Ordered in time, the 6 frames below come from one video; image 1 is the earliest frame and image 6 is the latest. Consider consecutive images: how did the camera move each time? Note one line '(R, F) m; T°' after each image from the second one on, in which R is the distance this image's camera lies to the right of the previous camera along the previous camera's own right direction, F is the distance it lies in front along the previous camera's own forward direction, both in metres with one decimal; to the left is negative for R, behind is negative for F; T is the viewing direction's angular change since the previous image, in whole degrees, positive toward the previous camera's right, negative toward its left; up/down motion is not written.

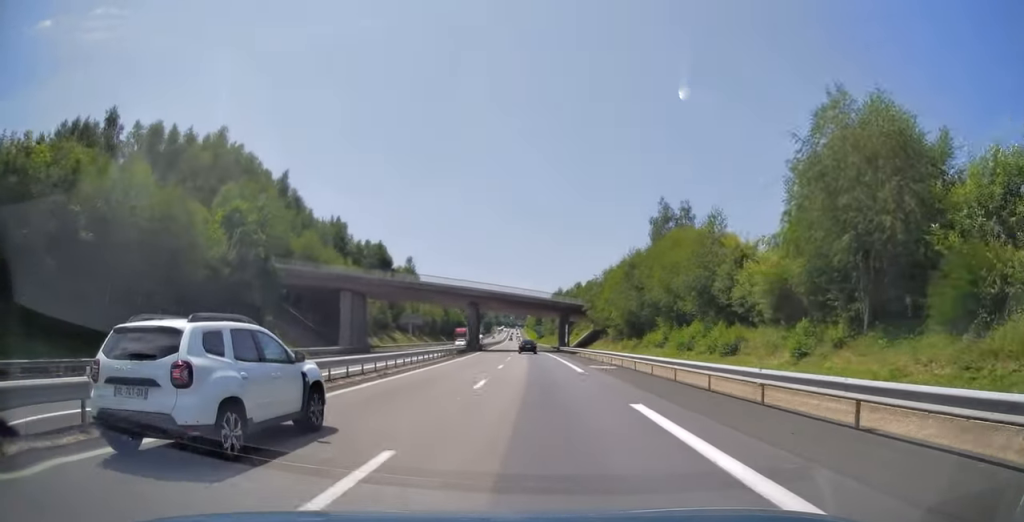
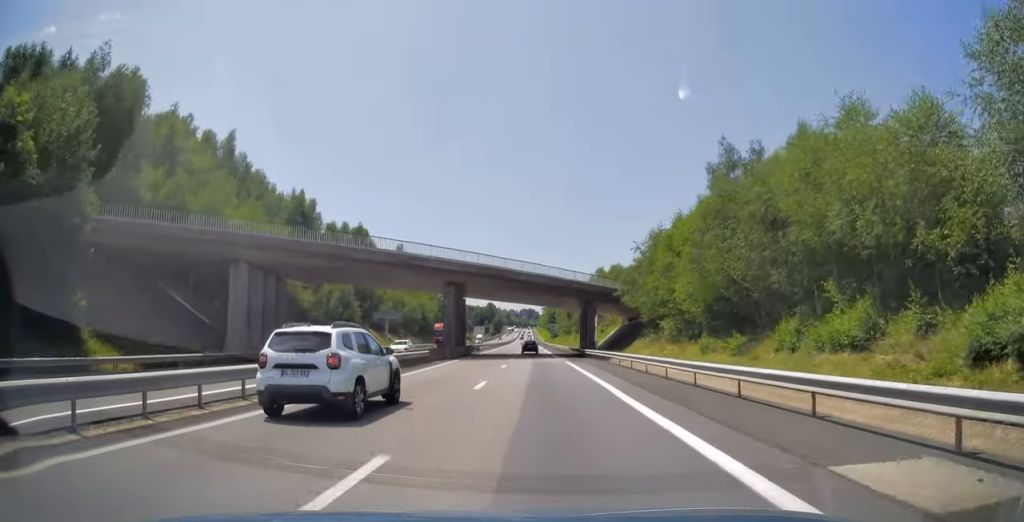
(-0.4, +26.4) m; -1°
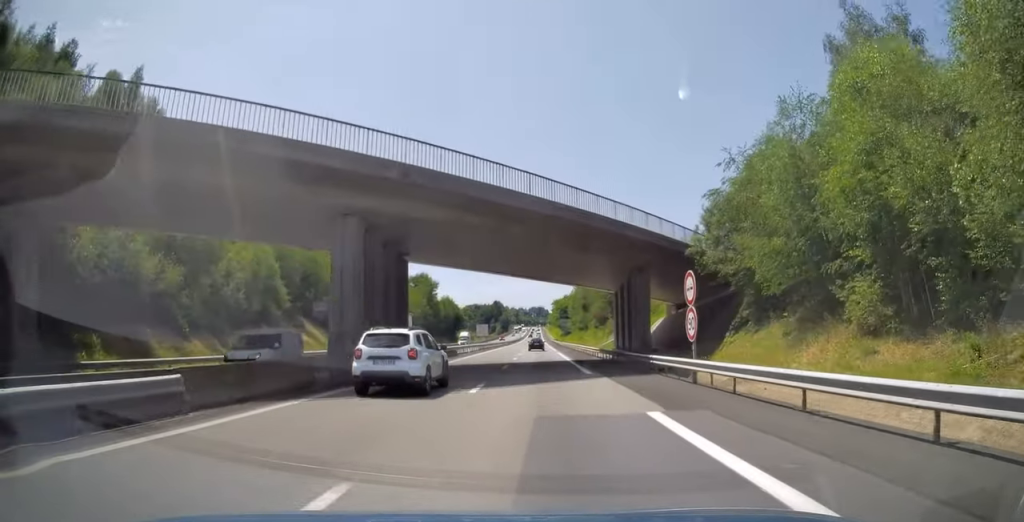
(-0.3, +27.4) m; -1°
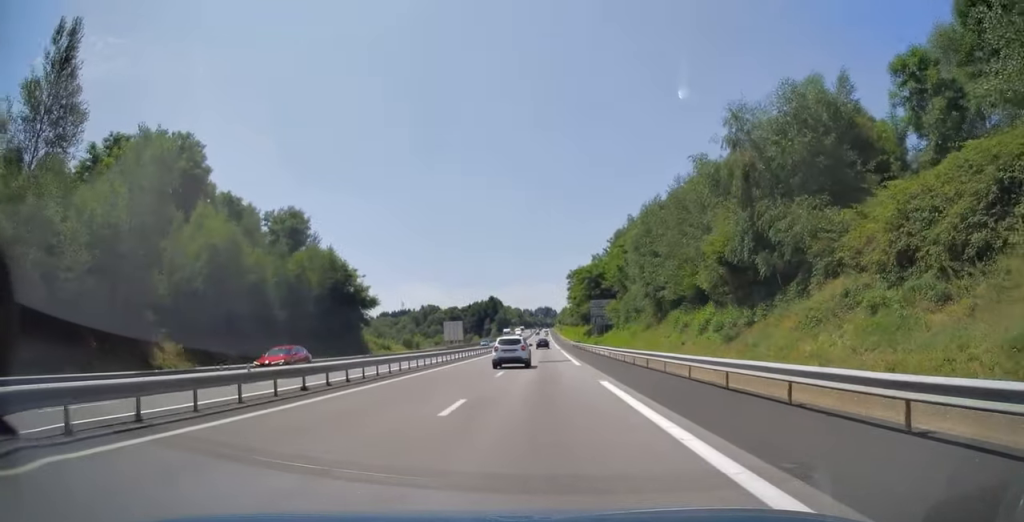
(-2.0, +95.2) m; -1°
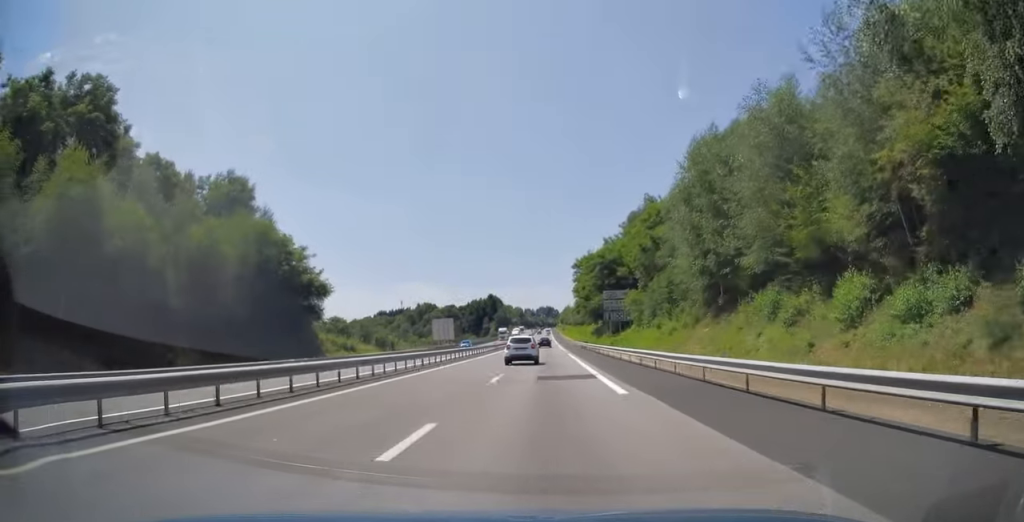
(0.0, +17.2) m; 0°
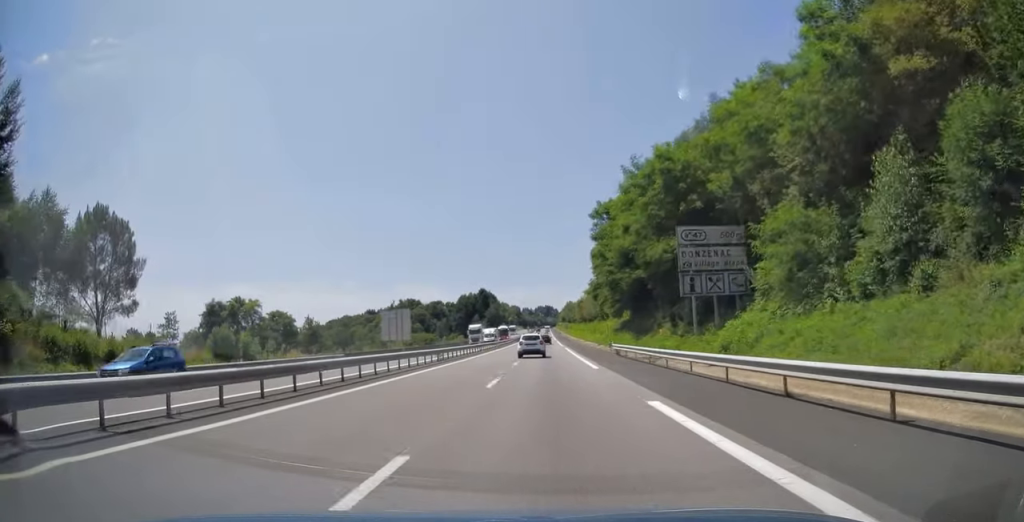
(+0.1, +42.0) m; 0°
